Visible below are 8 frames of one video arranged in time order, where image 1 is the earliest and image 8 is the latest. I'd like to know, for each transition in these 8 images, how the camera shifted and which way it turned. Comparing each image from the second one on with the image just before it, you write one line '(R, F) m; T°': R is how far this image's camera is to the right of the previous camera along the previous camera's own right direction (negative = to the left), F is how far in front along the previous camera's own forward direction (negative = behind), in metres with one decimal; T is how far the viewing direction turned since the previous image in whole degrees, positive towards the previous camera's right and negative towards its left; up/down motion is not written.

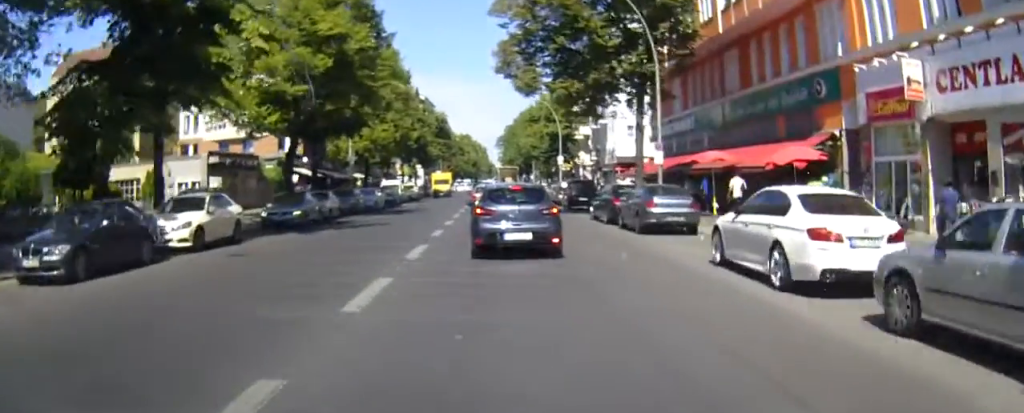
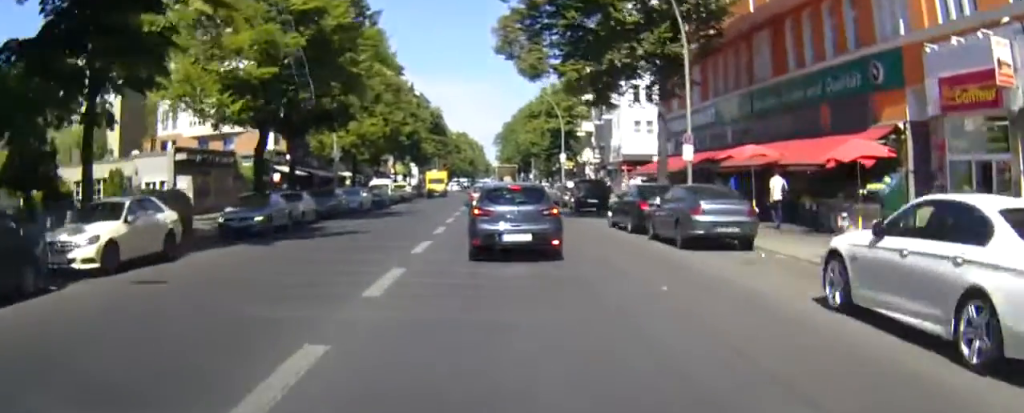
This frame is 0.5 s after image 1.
(+0.1, +4.7) m; 0°
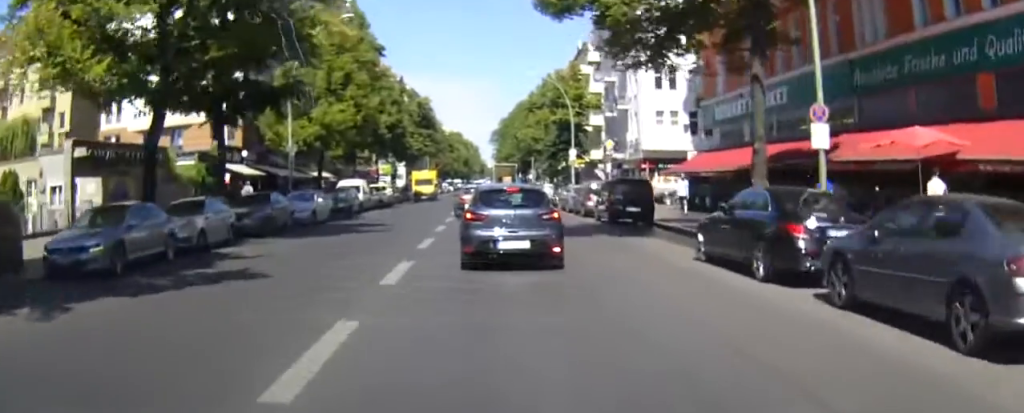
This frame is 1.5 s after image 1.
(-0.2, +10.7) m; +1°
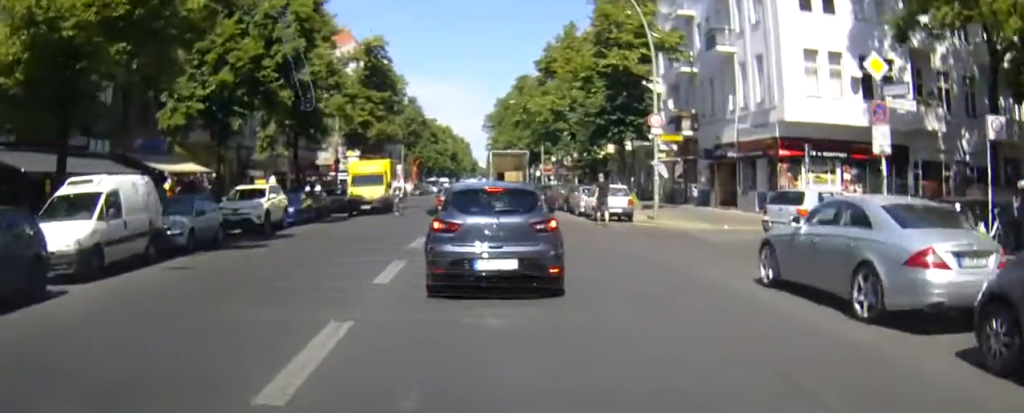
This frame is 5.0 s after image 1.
(+0.4, +29.9) m; +1°
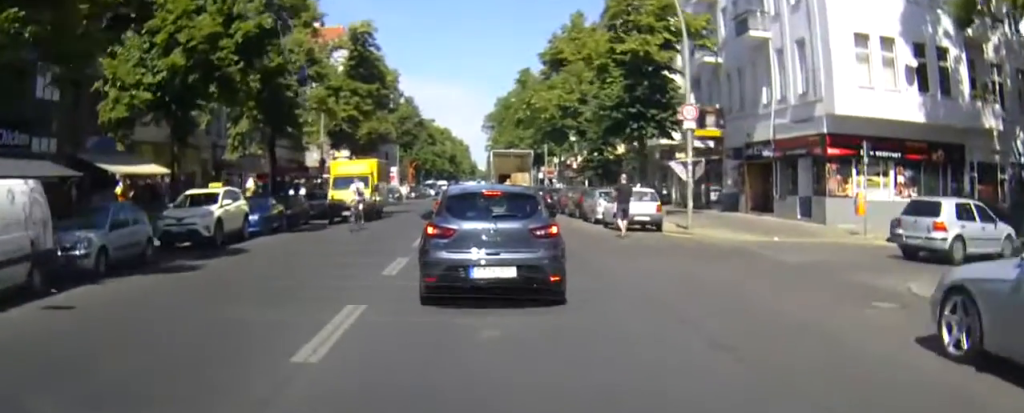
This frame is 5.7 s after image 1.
(+0.1, +5.1) m; +1°
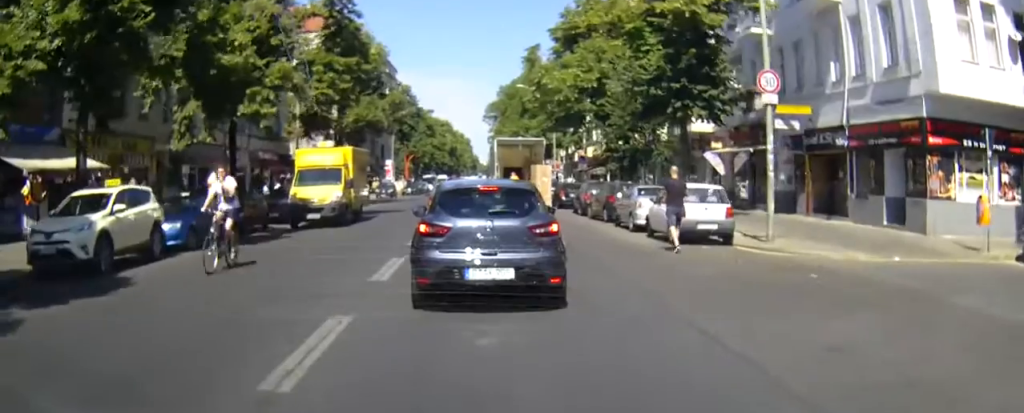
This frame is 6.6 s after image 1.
(+0.1, +6.8) m; -1°
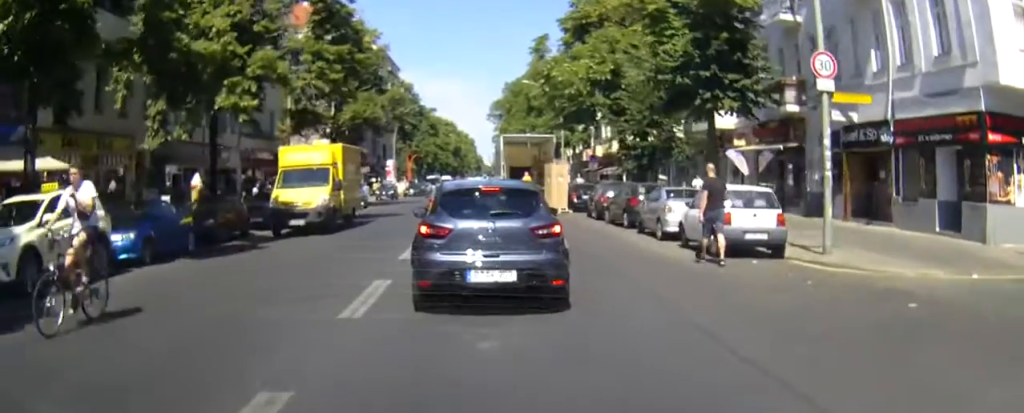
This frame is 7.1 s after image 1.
(-0.1, +2.9) m; 0°
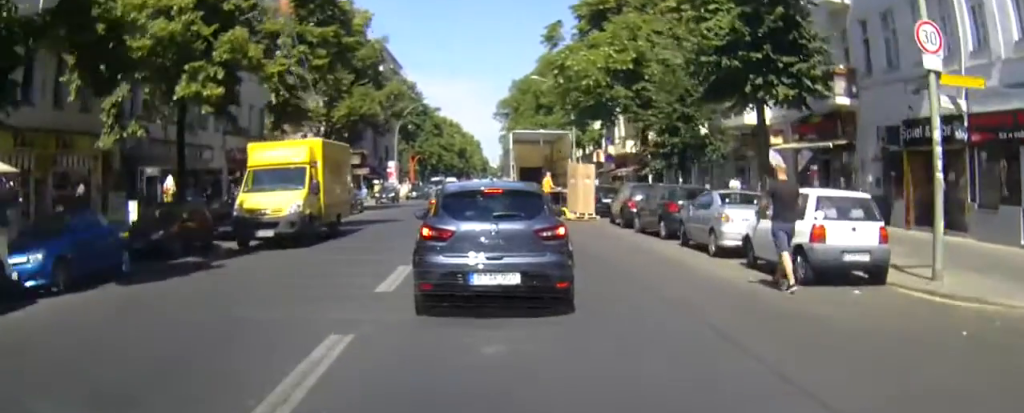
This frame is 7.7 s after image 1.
(-0.1, +3.9) m; 0°
